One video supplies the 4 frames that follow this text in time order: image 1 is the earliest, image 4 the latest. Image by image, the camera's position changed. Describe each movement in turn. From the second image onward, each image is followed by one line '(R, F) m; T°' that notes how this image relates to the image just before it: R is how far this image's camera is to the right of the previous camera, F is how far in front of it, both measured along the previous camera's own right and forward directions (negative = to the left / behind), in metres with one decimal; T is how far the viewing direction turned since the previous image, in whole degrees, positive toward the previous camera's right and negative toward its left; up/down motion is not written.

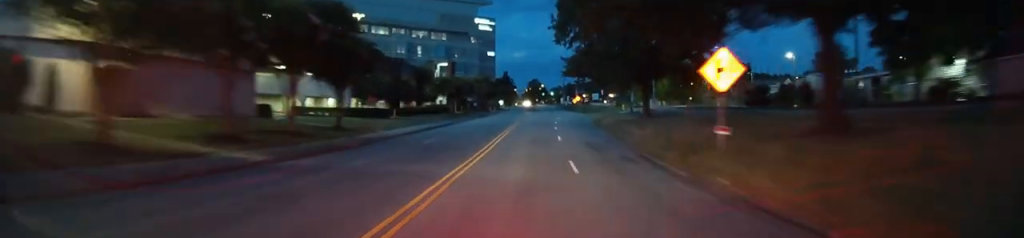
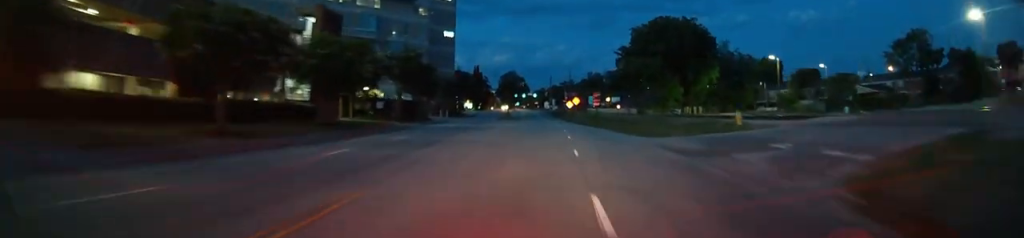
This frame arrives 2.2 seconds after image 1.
(+0.8, +55.7) m; +3°
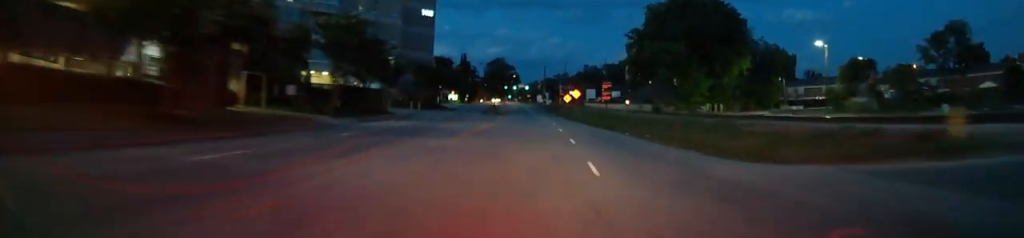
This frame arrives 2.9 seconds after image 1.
(+0.3, +18.0) m; +1°
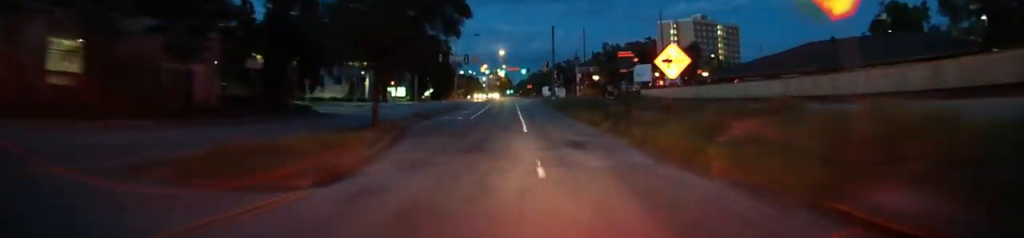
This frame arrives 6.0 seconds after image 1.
(+1.6, +72.8) m; +7°
